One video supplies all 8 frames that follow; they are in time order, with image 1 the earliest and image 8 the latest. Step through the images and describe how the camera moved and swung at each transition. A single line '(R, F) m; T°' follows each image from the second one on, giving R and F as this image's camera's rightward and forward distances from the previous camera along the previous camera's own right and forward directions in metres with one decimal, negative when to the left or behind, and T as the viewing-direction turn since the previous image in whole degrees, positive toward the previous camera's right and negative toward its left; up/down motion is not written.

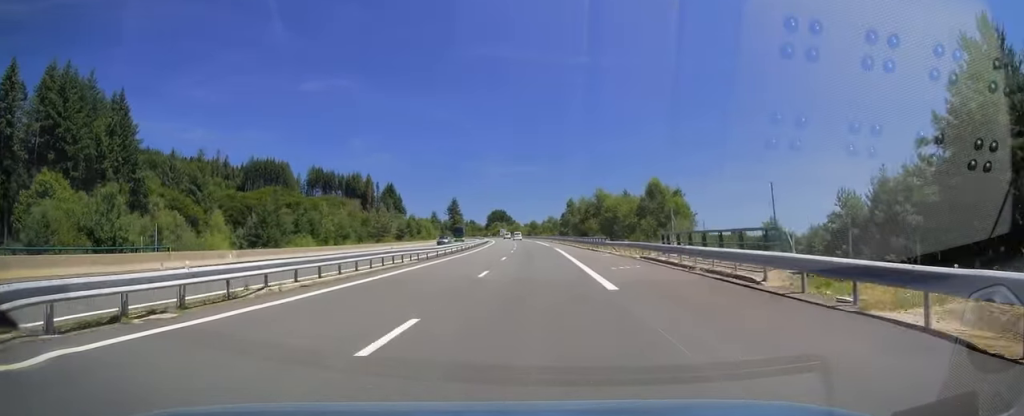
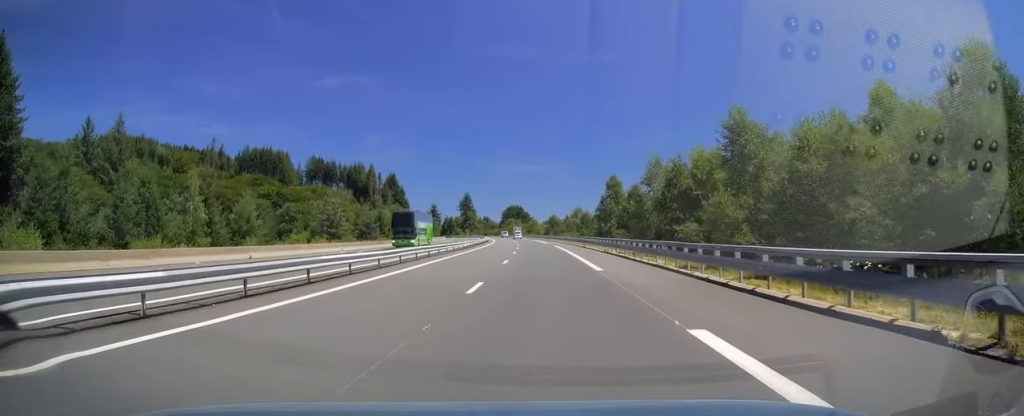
(-1.0, +45.0) m; -2°
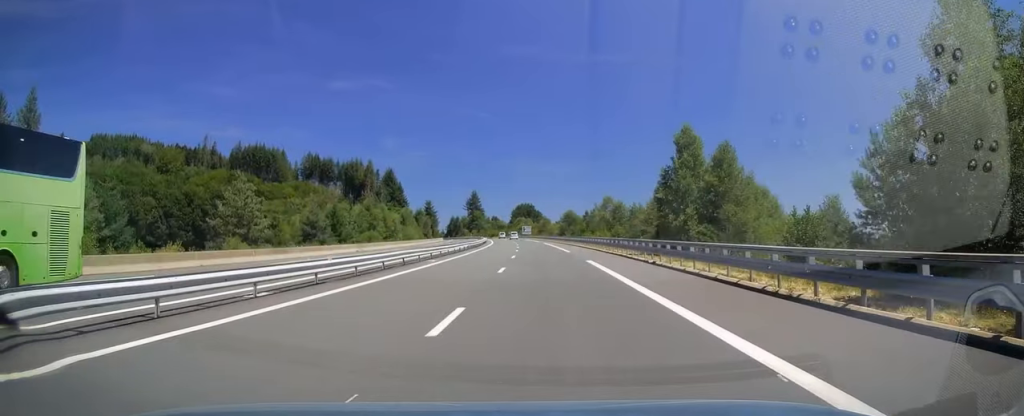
(-0.1, +31.9) m; -1°
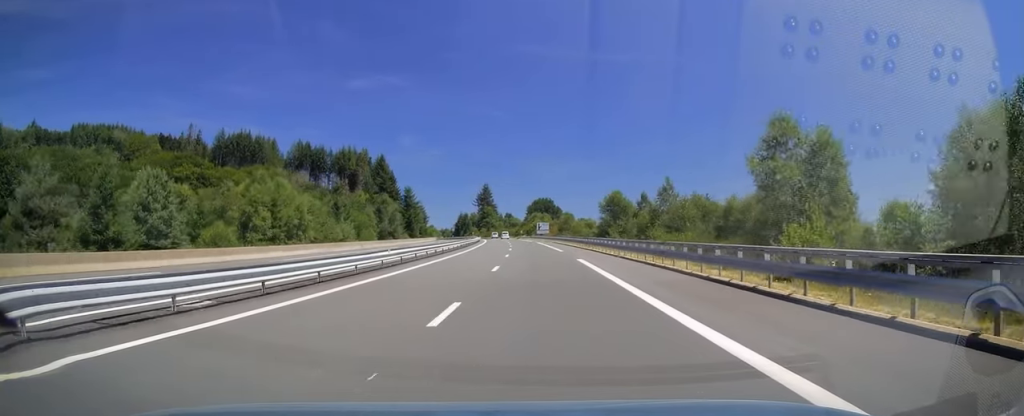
(-1.4, +51.6) m; -2°
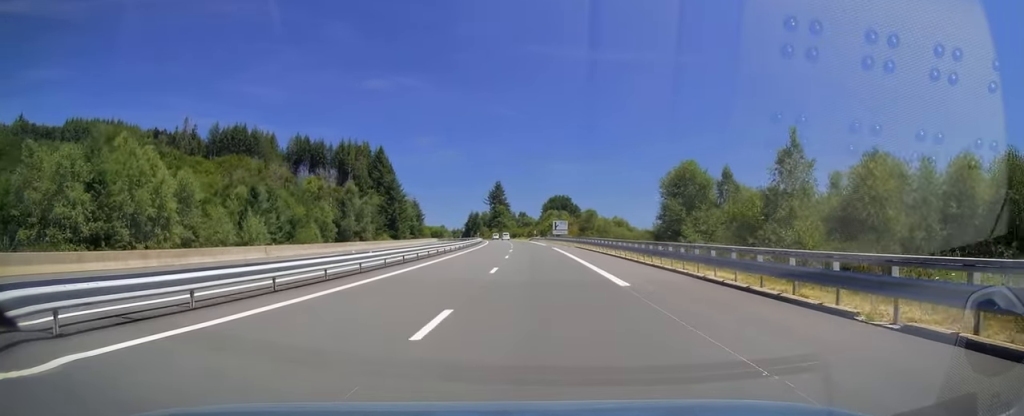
(-0.2, +27.4) m; -1°
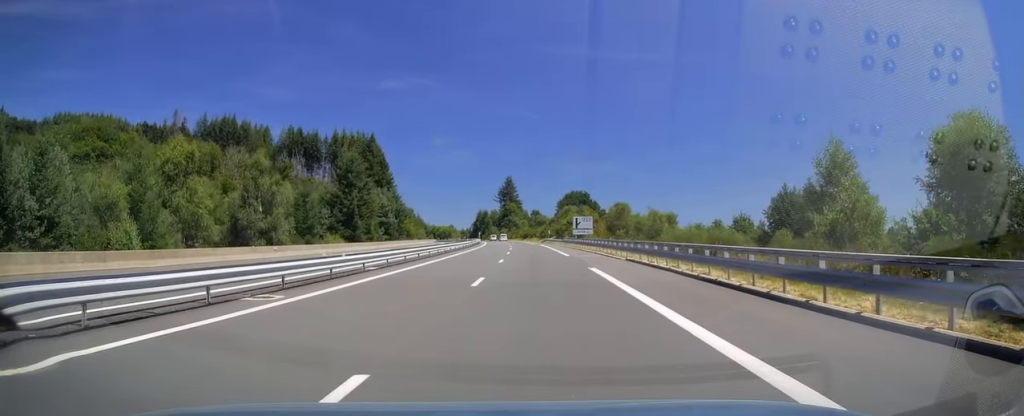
(-0.4, +31.3) m; -2°
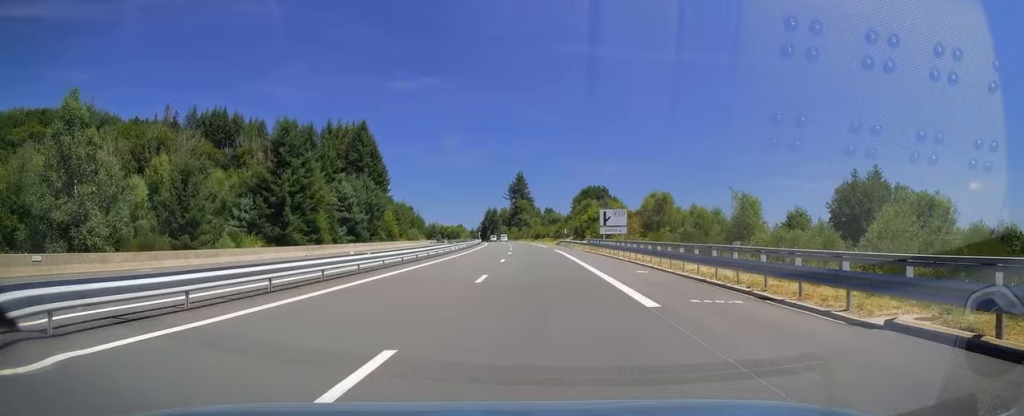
(-0.4, +25.0) m; -1°
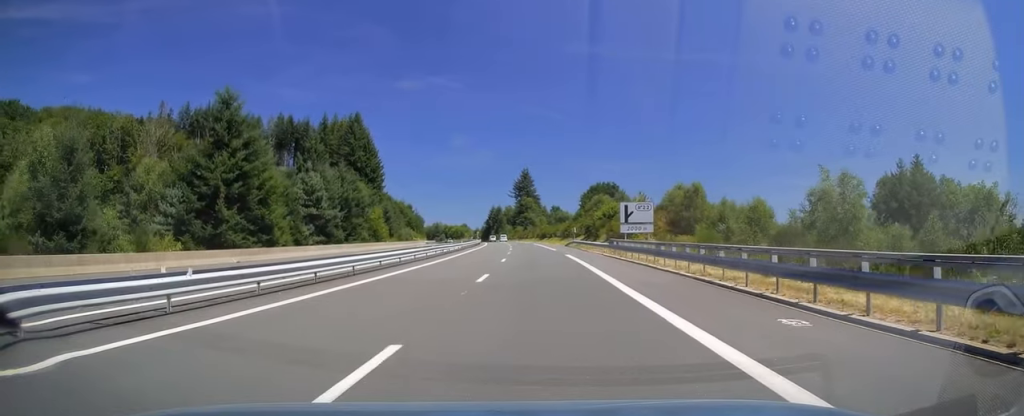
(-0.1, +12.8) m; 0°
